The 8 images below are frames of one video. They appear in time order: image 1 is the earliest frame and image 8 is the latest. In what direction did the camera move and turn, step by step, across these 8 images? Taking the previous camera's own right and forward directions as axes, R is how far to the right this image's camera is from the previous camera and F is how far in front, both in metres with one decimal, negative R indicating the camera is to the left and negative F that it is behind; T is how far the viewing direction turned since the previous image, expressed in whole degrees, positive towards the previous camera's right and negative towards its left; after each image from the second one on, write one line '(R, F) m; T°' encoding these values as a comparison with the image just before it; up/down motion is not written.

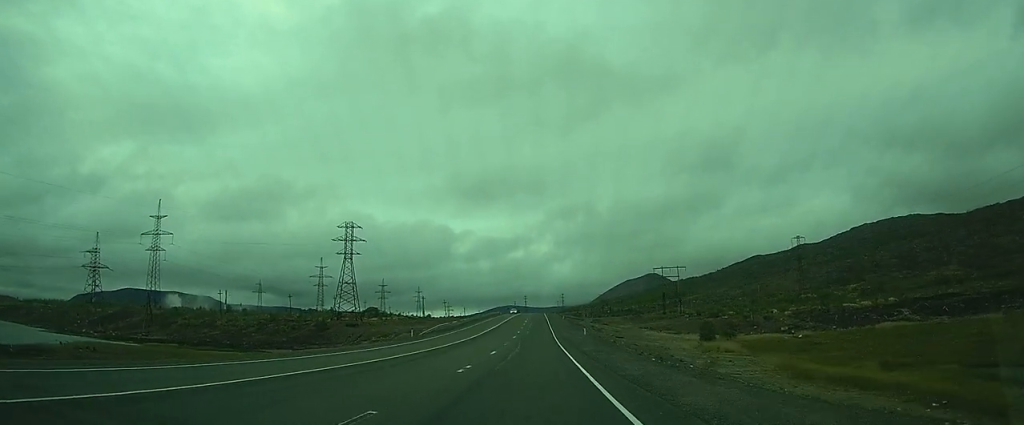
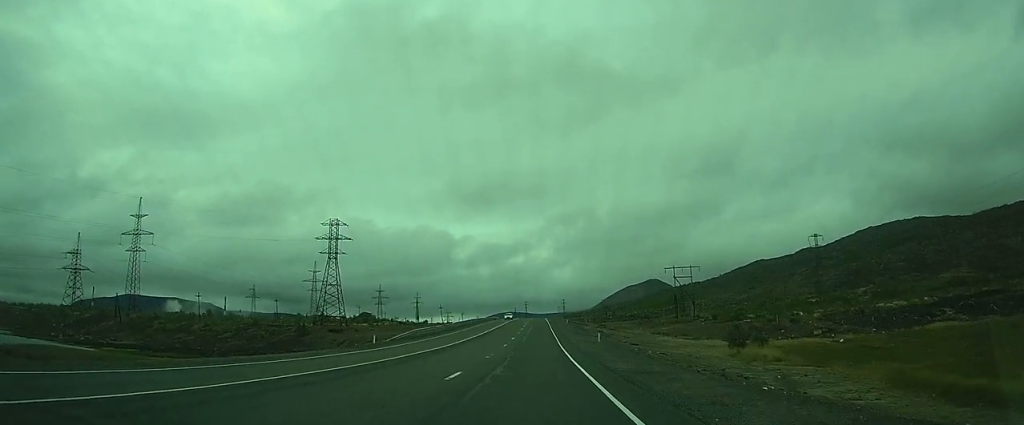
(0.0, +13.8) m; 0°
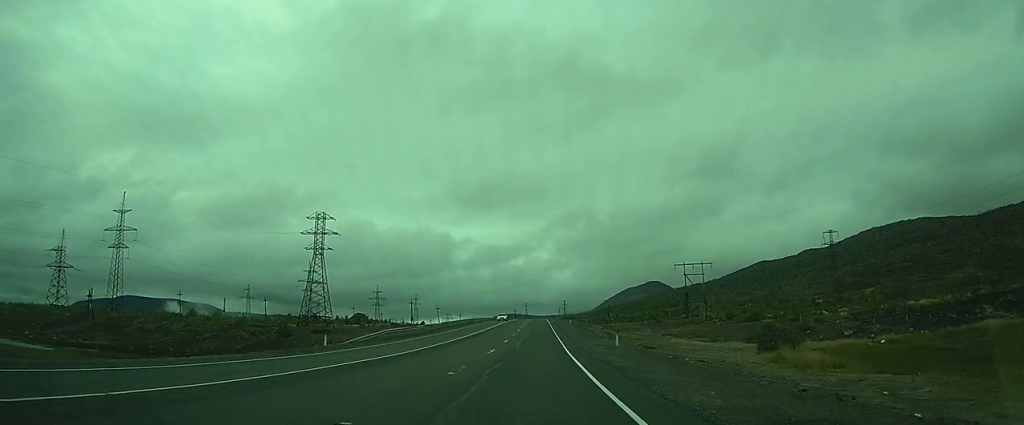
(-0.1, +10.7) m; 0°
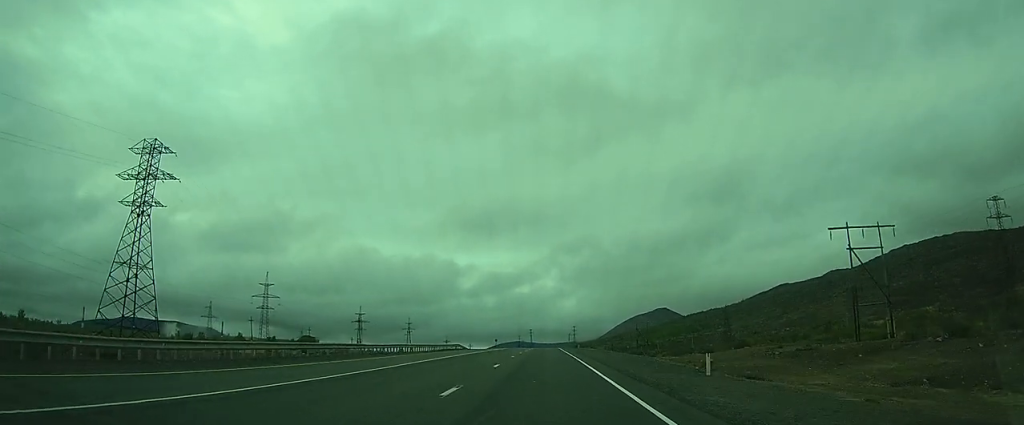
(-1.4, +75.5) m; -2°
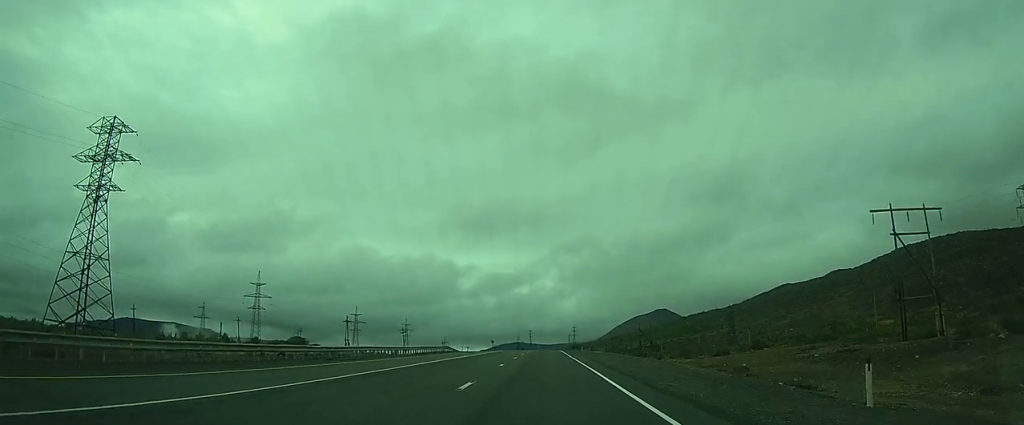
(0.0, +9.8) m; 0°
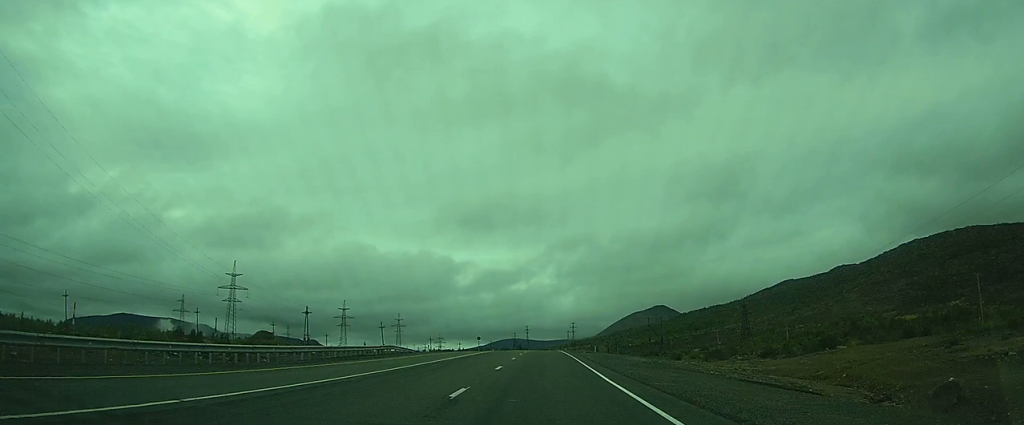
(+0.2, +26.1) m; +1°
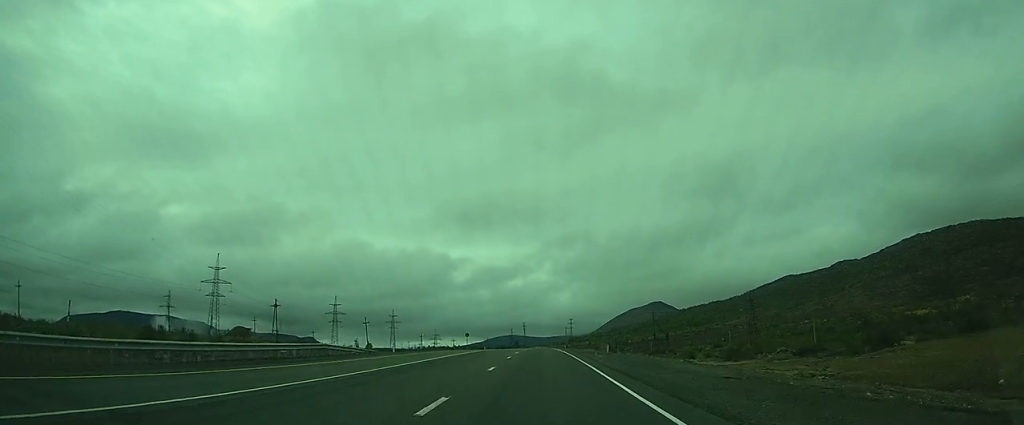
(+0.2, +14.8) m; +1°
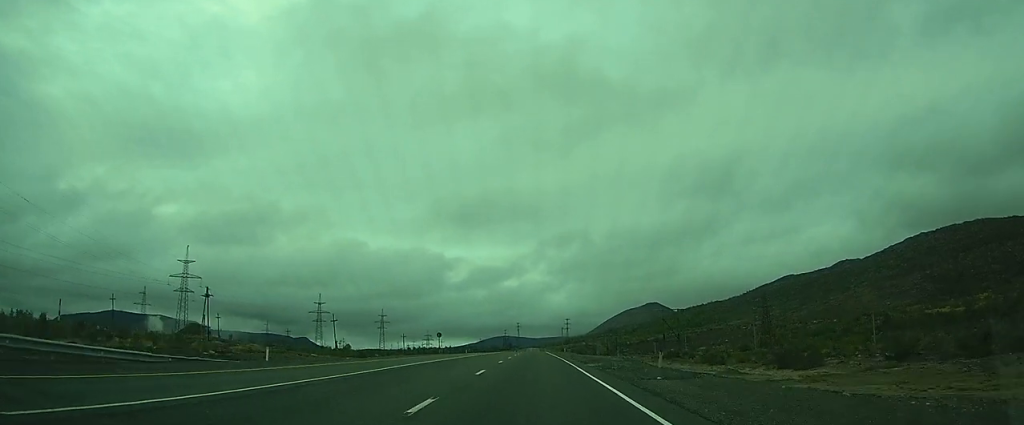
(0.0, +24.2) m; 0°
